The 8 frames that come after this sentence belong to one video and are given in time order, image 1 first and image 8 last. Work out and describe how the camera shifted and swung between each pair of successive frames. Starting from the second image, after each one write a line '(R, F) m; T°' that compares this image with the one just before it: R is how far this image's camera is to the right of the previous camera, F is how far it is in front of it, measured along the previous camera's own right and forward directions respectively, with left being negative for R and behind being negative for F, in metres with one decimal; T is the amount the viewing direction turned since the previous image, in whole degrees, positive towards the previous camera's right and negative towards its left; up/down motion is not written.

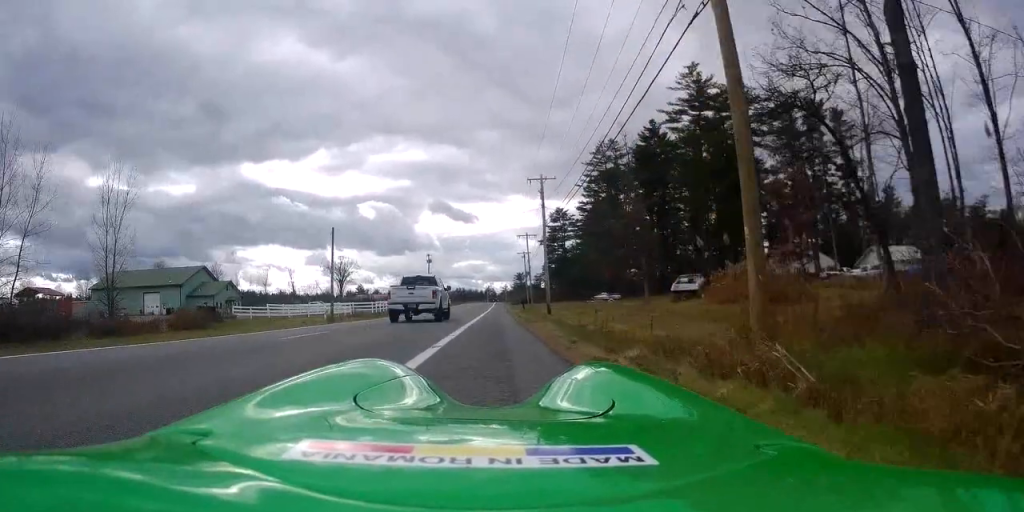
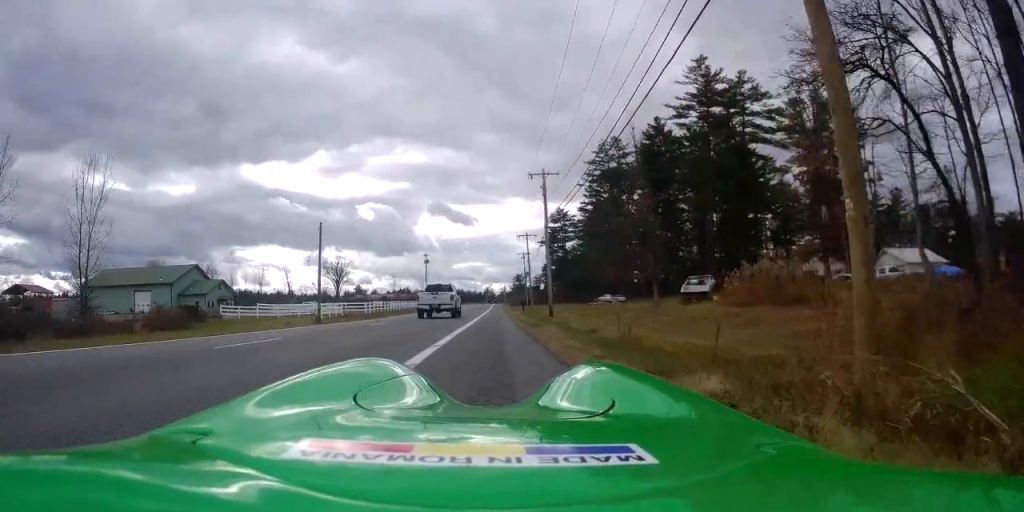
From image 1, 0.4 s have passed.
(0.0, +3.1) m; 0°
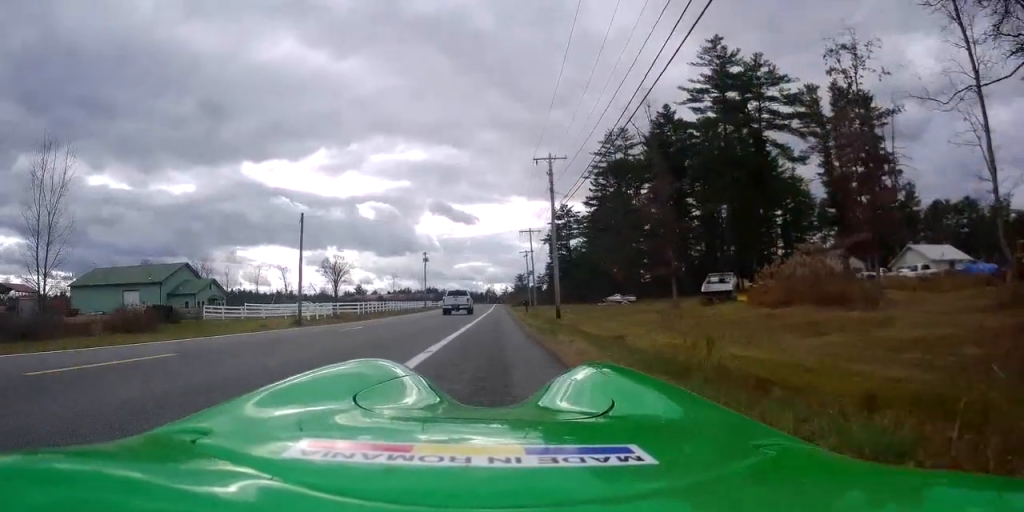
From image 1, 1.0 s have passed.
(0.0, +4.3) m; 0°
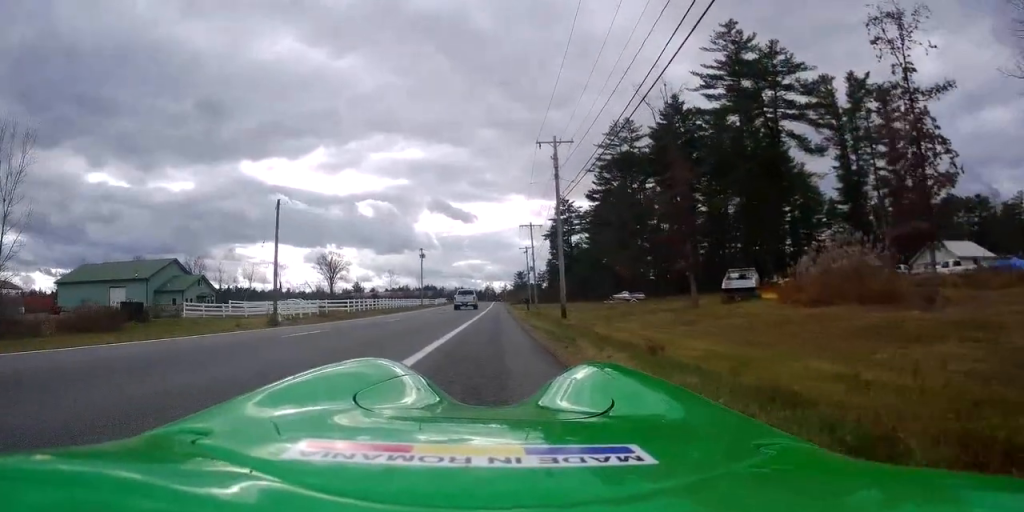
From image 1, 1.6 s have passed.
(0.0, +4.4) m; 0°
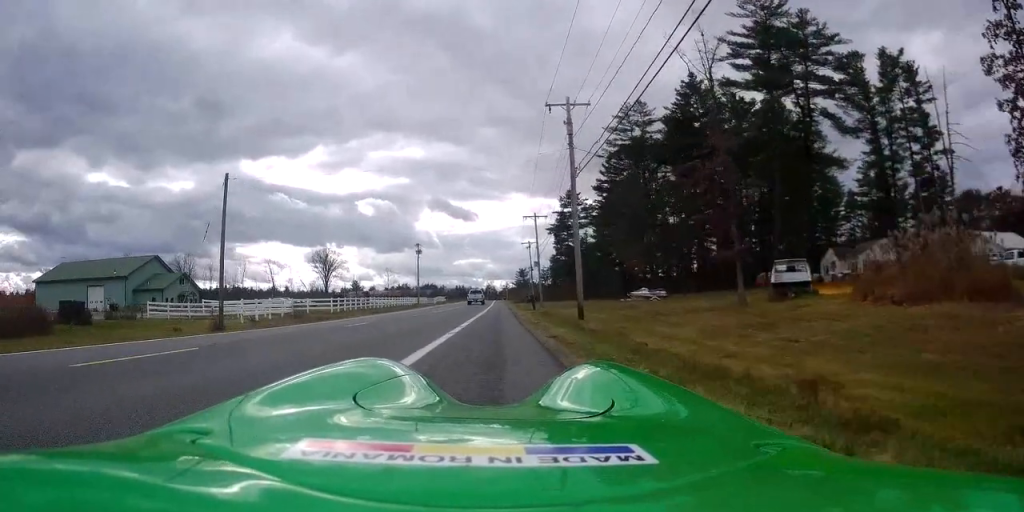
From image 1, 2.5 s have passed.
(0.0, +7.2) m; -2°
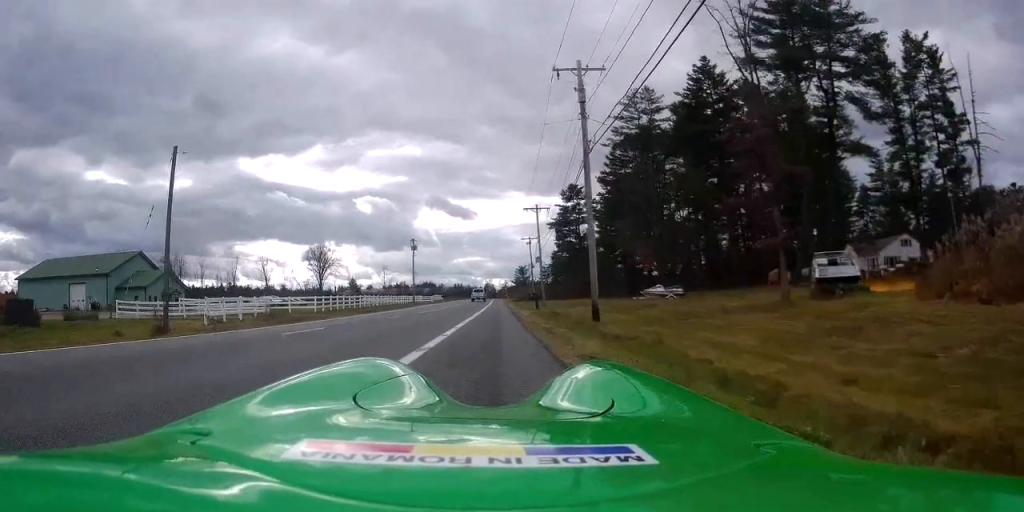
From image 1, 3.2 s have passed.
(-0.1, +5.0) m; 0°
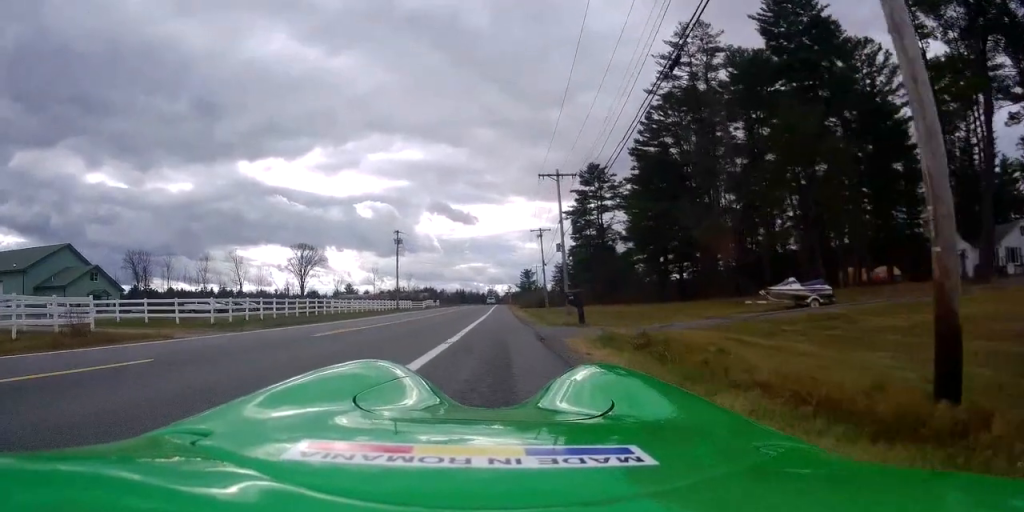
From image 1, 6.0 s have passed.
(+0.4, +20.6) m; -1°
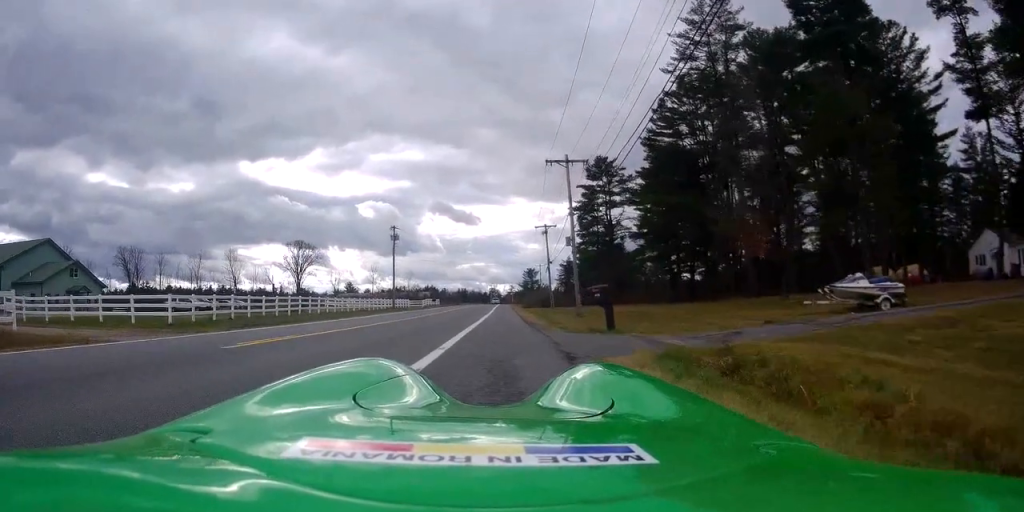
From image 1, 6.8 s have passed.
(-0.2, +5.0) m; -2°
